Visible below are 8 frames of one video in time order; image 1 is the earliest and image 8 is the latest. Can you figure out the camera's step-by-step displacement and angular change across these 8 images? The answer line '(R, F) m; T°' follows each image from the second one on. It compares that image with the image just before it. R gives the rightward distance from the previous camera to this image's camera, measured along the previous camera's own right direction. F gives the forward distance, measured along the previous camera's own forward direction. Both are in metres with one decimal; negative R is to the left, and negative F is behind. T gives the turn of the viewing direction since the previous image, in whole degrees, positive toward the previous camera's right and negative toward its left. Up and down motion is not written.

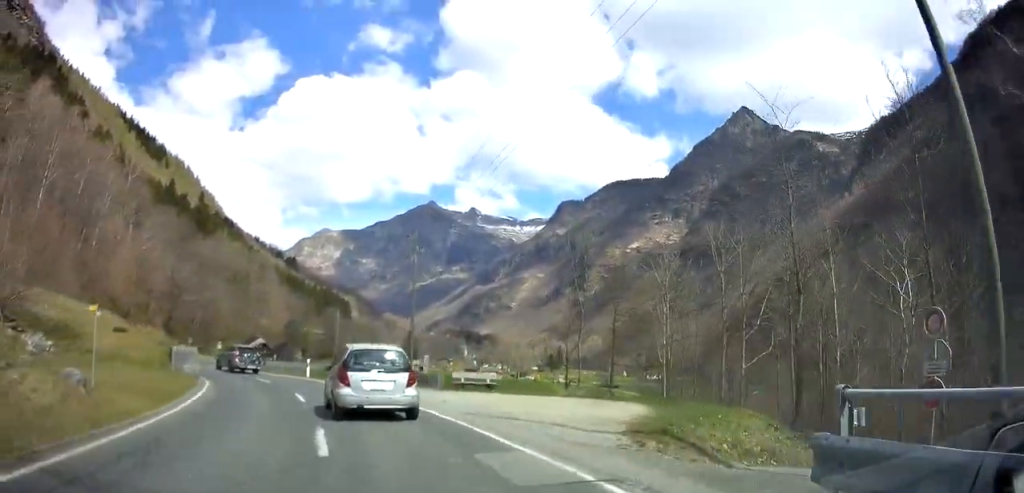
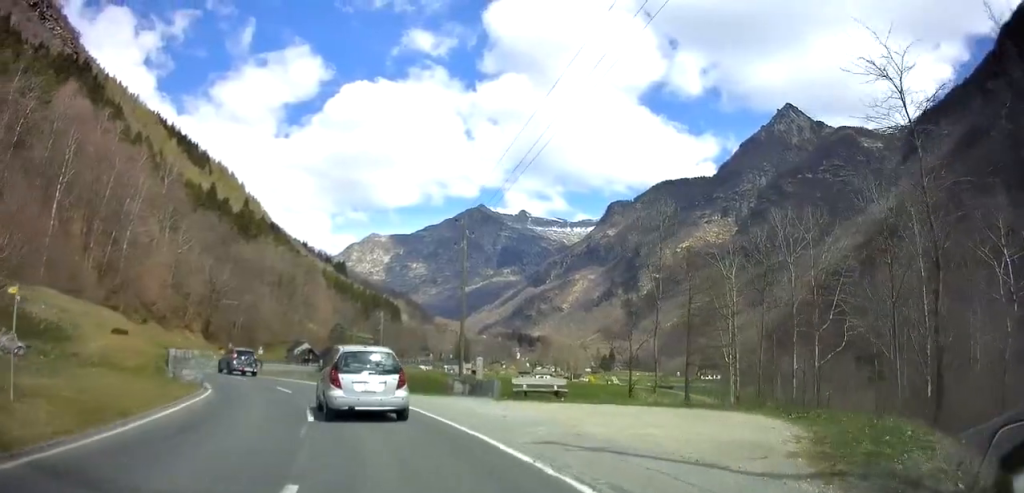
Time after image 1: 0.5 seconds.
(+0.1, +5.1) m; -3°
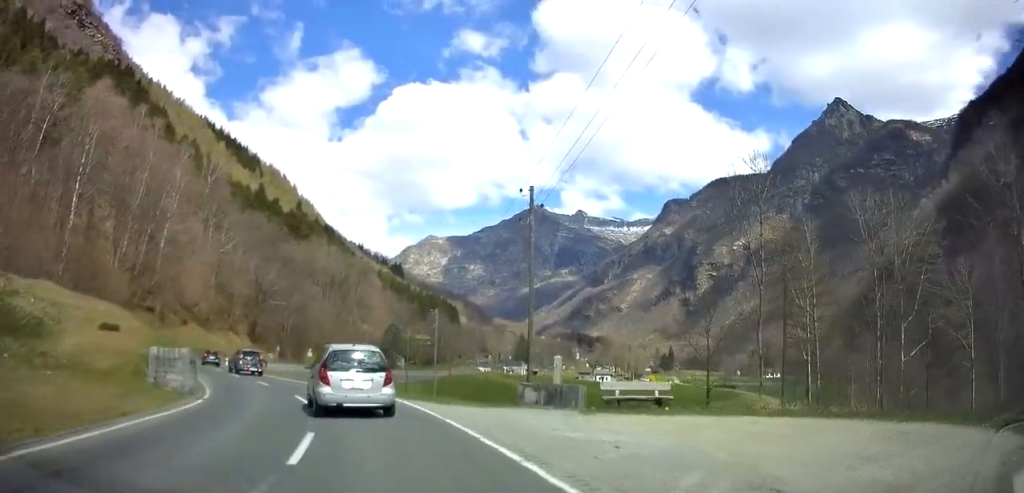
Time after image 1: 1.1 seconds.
(-0.4, +5.2) m; -5°
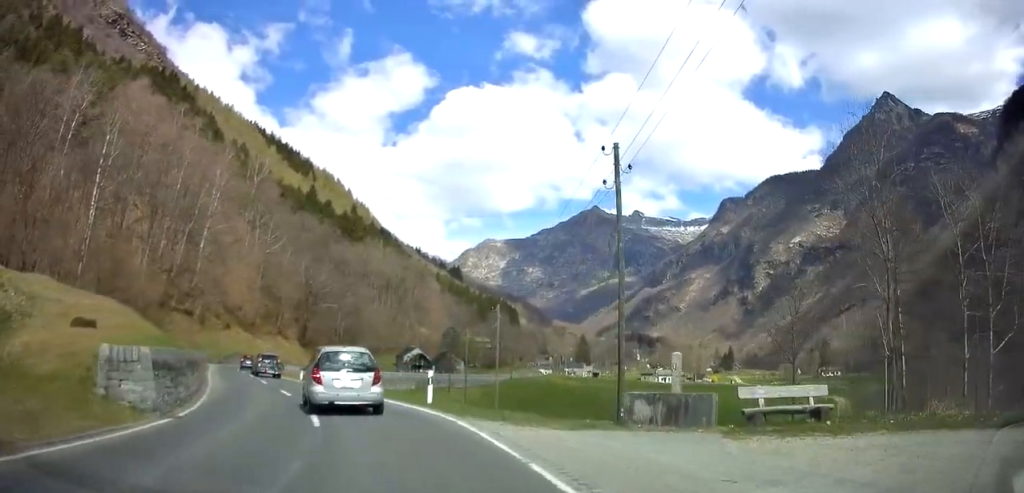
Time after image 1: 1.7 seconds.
(-0.2, +5.5) m; -6°
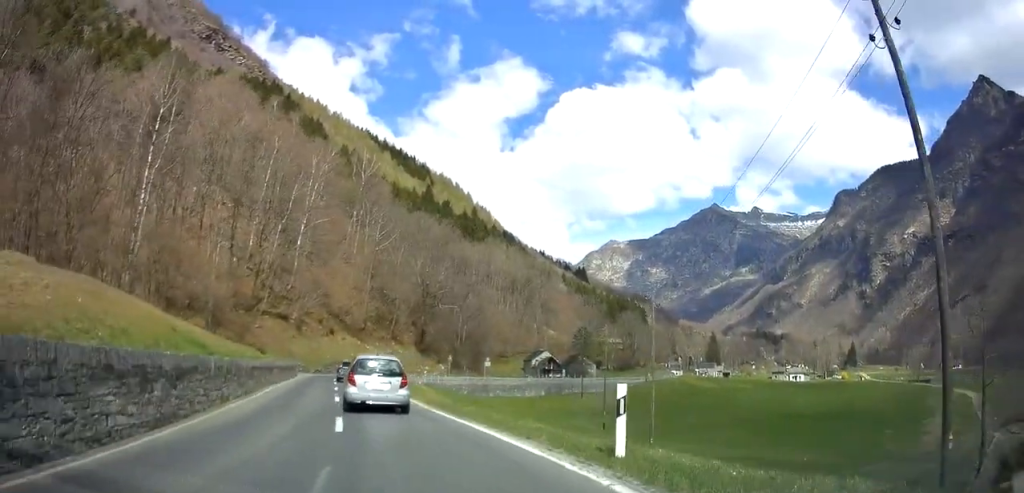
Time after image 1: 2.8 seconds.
(-0.9, +9.7) m; -11°
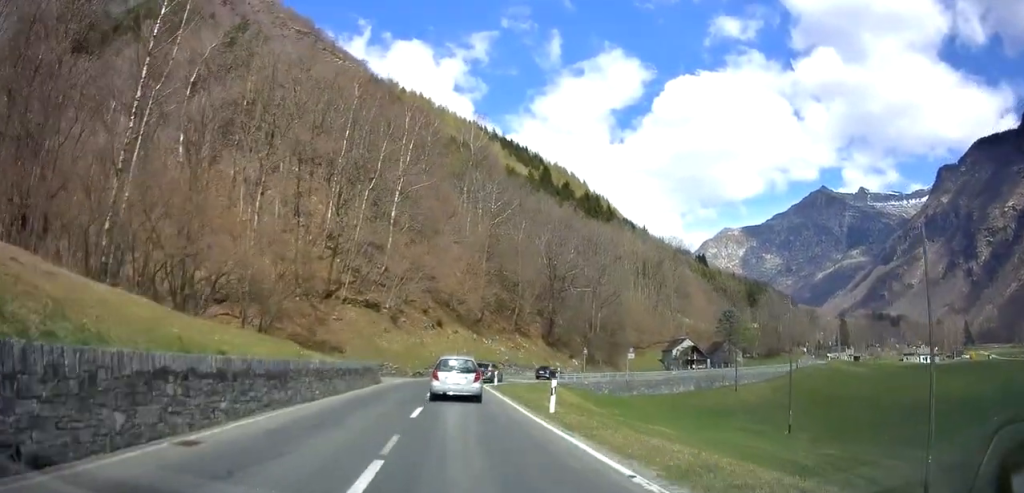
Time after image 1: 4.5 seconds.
(-2.3, +15.9) m; -12°
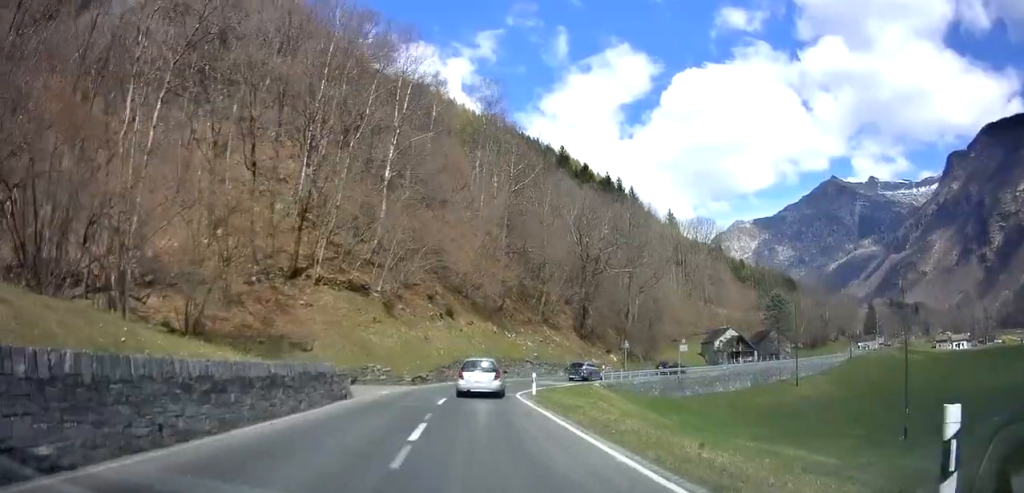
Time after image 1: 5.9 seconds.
(-0.2, +13.7) m; -1°
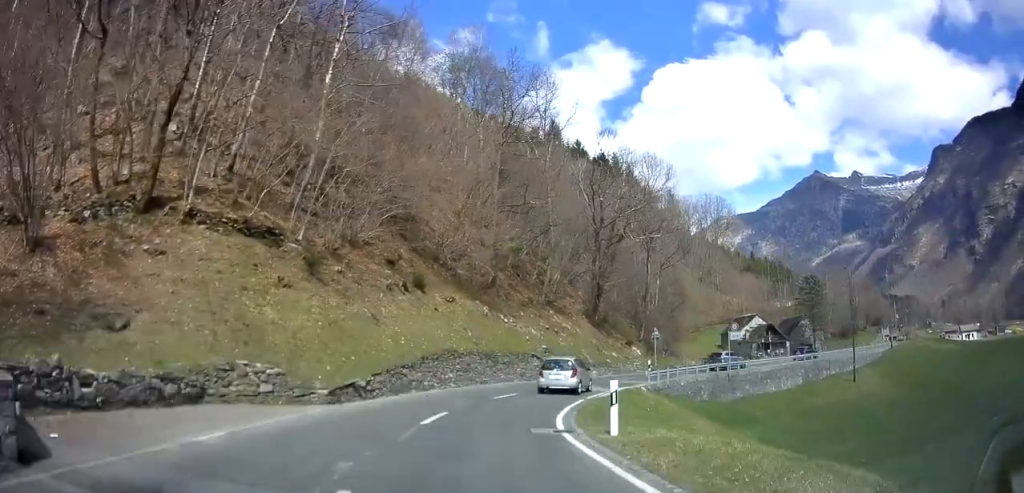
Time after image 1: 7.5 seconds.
(0.0, +16.0) m; 0°
